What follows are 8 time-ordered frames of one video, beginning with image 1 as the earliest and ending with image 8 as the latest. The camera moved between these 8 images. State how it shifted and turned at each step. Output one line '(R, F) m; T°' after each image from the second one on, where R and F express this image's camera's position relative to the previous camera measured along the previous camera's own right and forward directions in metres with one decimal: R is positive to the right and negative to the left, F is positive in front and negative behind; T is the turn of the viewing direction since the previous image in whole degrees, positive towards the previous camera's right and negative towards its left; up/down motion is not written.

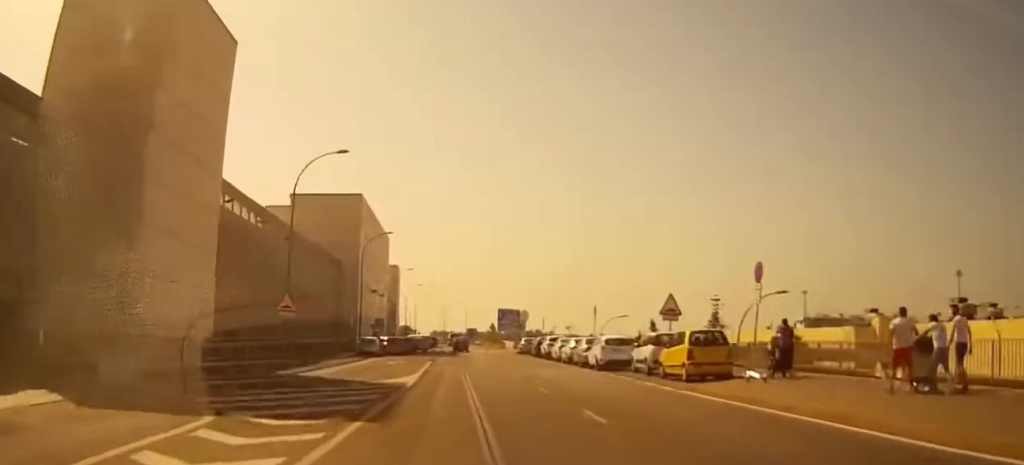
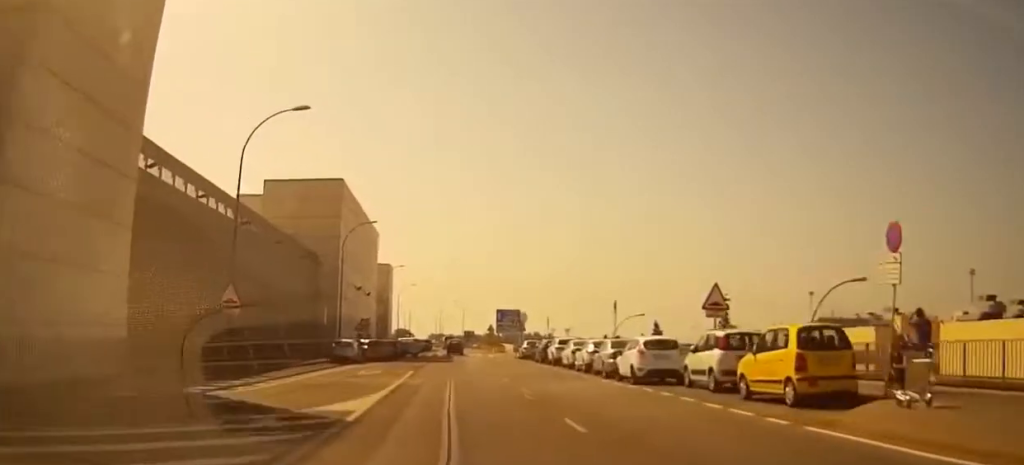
(+0.1, +8.7) m; +1°
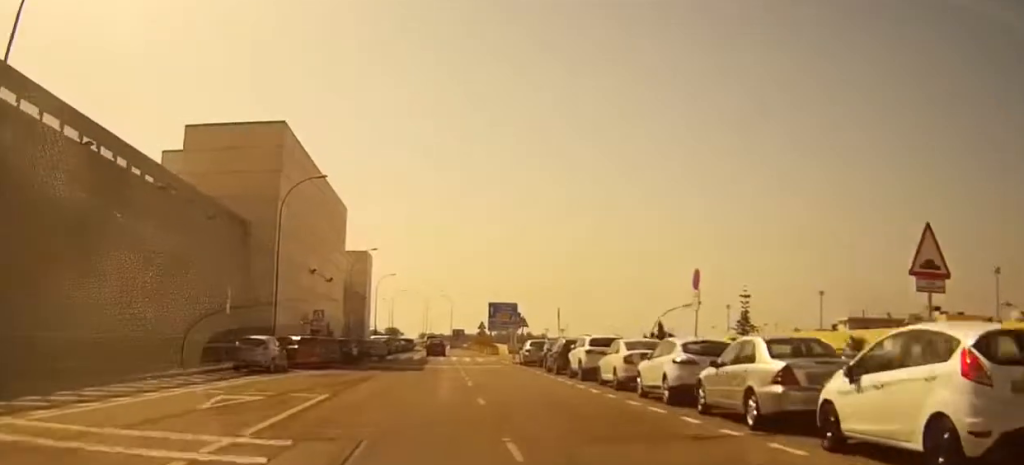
(+0.2, +17.1) m; 0°
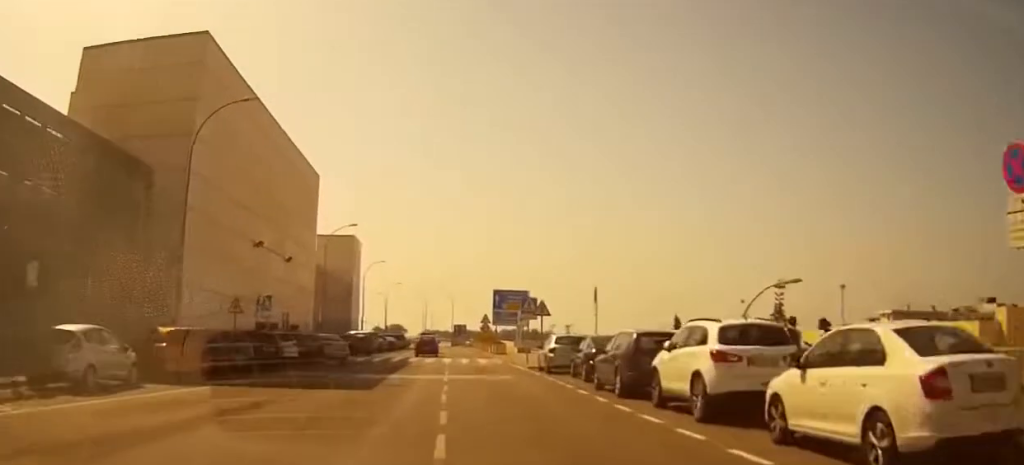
(-0.2, +15.0) m; -1°
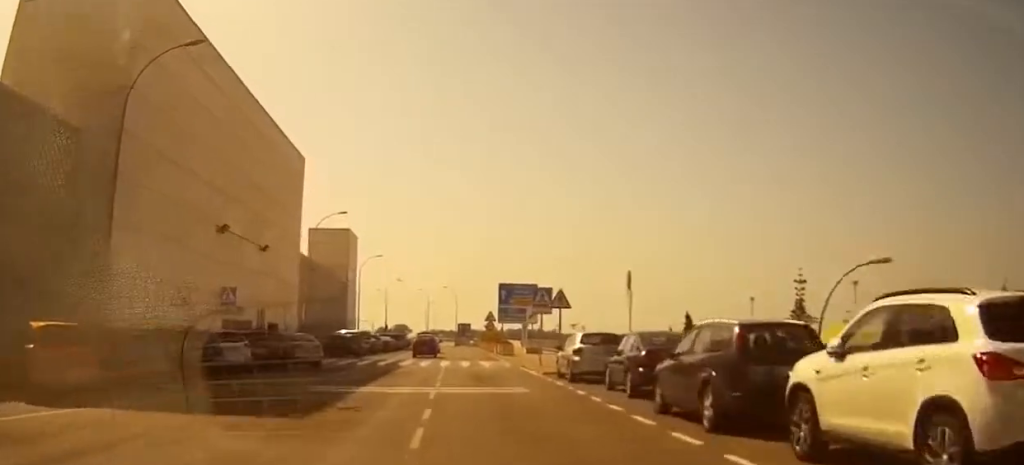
(0.0, +6.8) m; -1°
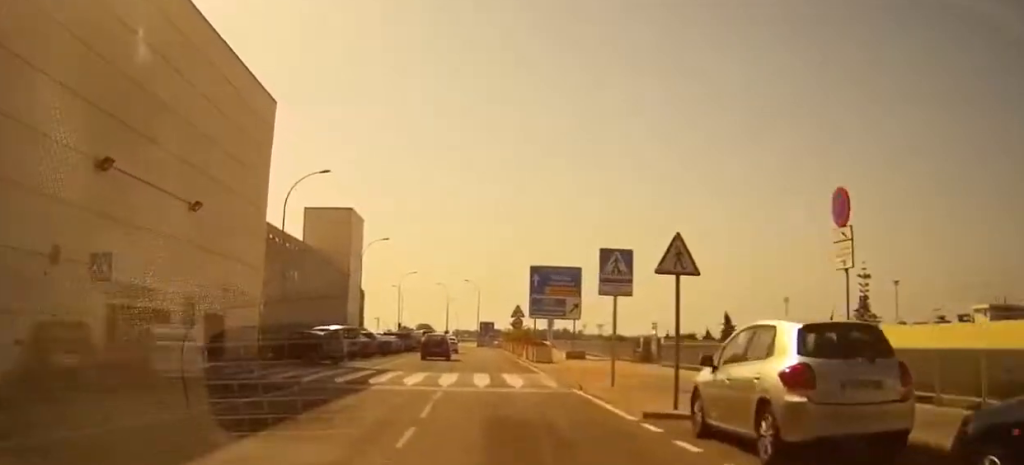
(-0.2, +14.6) m; -2°
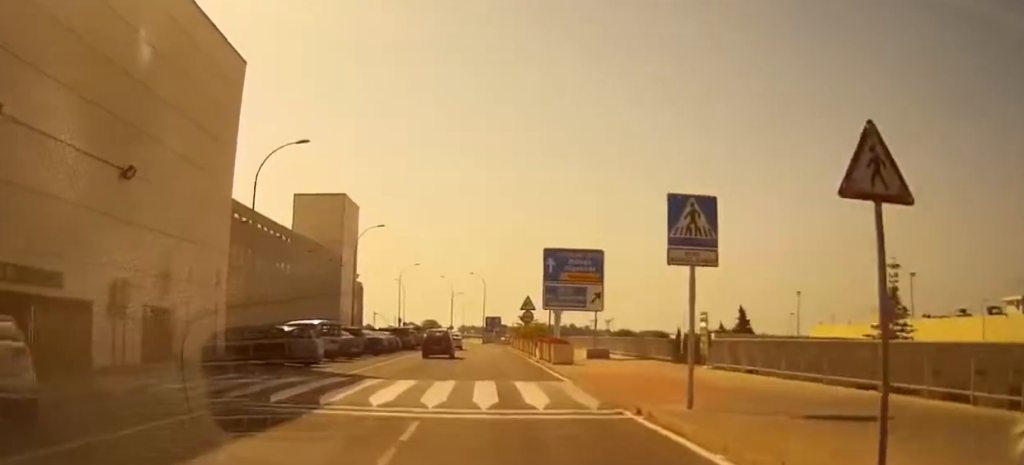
(-0.1, +6.9) m; -1°
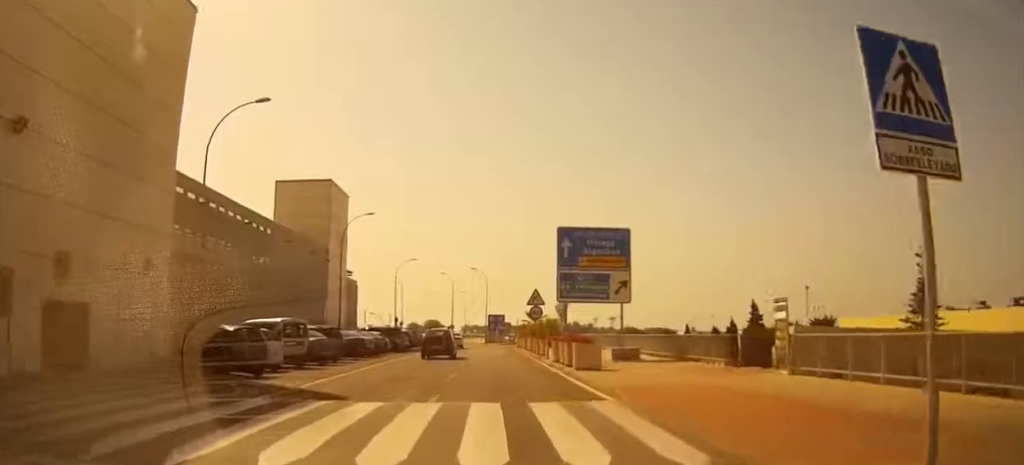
(-0.2, +7.1) m; -1°
